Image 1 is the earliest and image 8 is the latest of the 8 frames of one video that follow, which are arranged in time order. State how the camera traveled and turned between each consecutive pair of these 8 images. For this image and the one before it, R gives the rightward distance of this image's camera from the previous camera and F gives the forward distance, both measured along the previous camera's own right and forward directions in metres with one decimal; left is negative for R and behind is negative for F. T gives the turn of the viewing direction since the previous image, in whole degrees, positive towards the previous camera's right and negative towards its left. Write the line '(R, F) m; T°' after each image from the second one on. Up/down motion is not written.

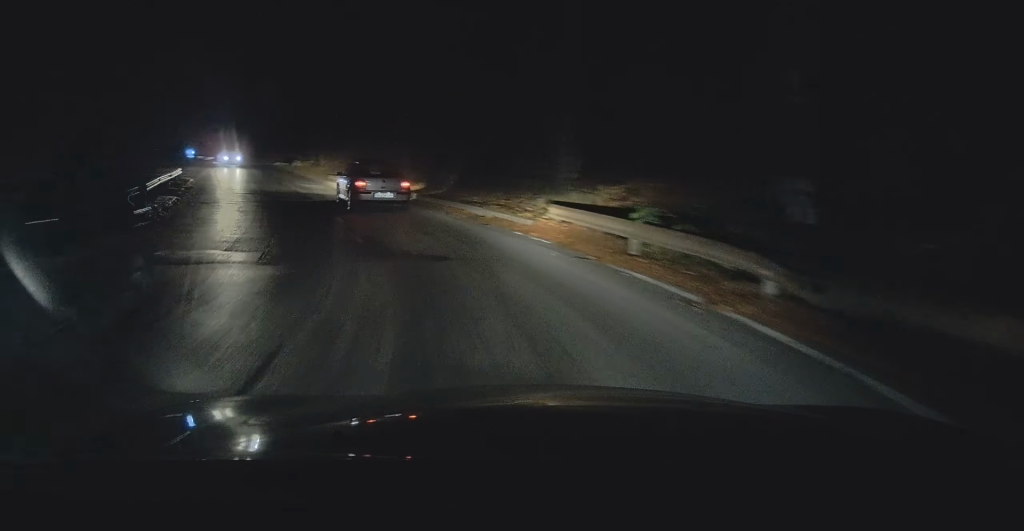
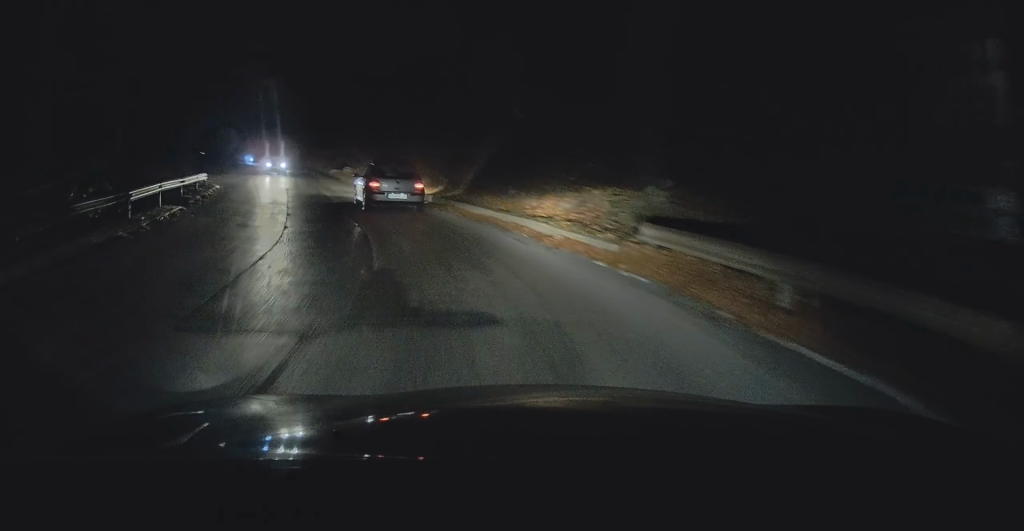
(-0.4, +3.6) m; -8°
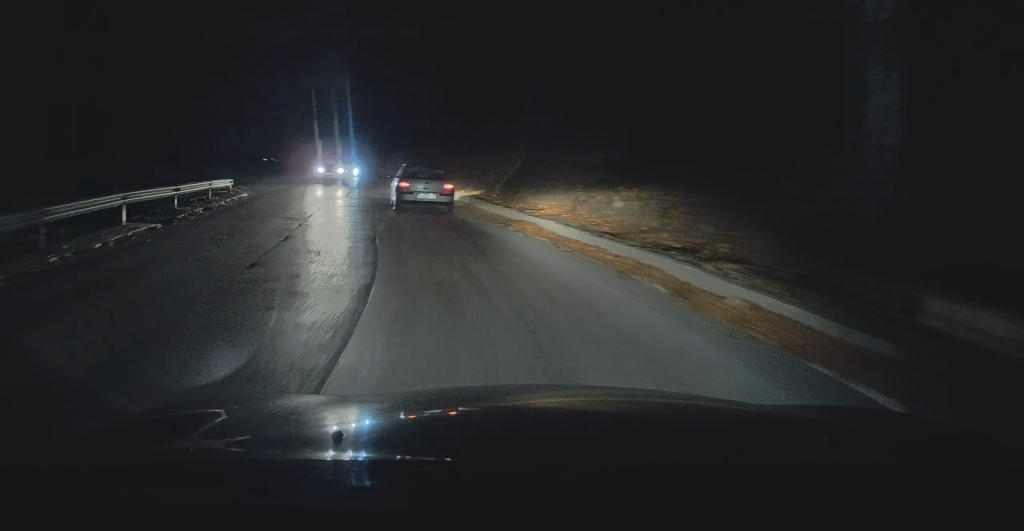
(-0.5, +5.6) m; -7°
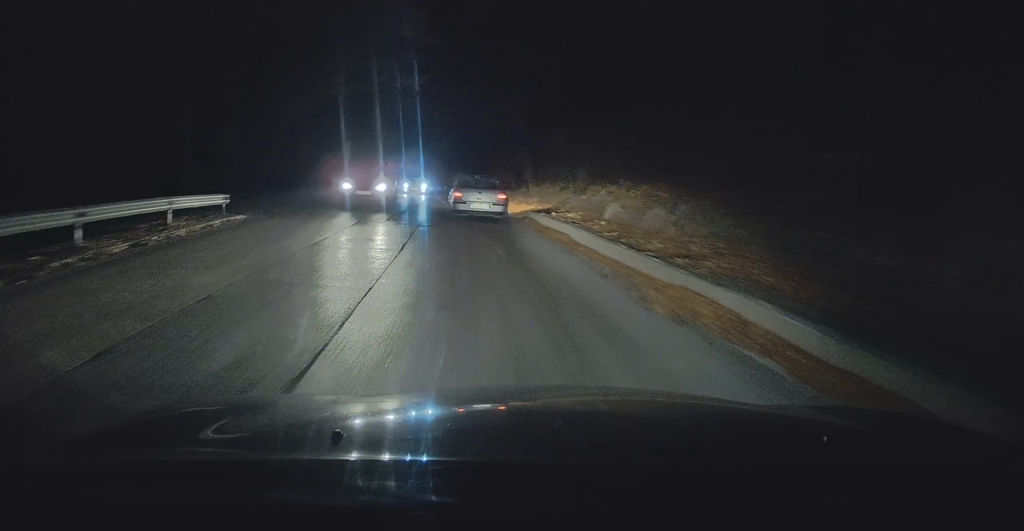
(-0.6, +7.7) m; -4°
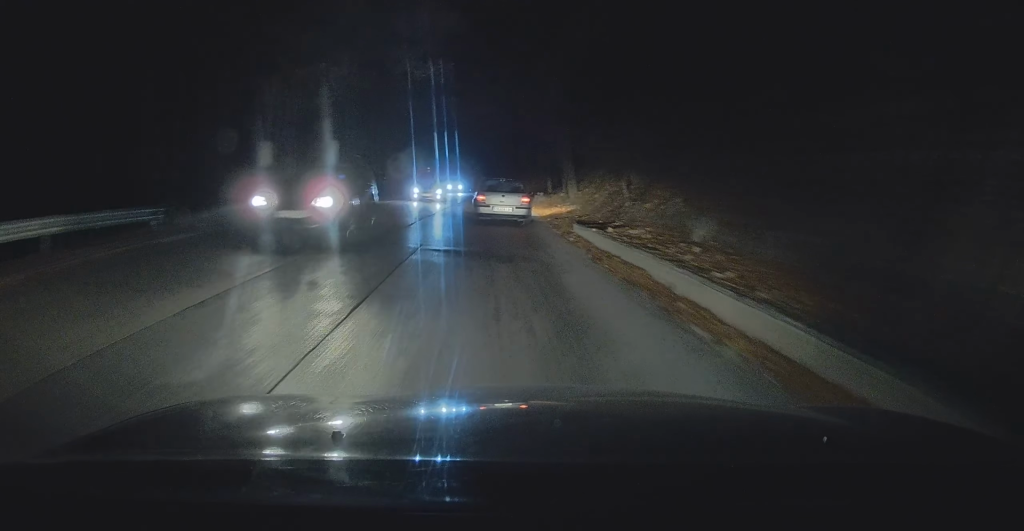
(+0.2, +5.5) m; -1°
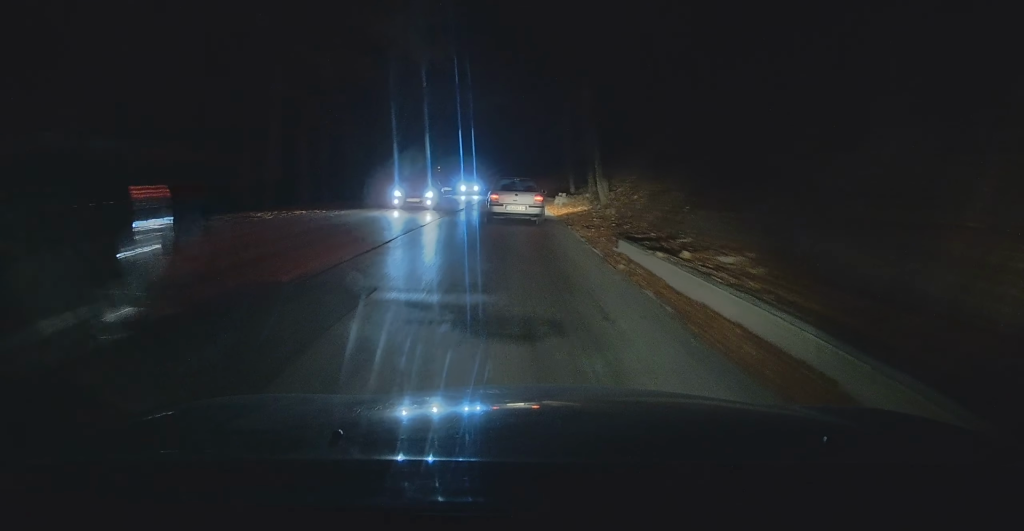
(+0.1, +5.2) m; -1°
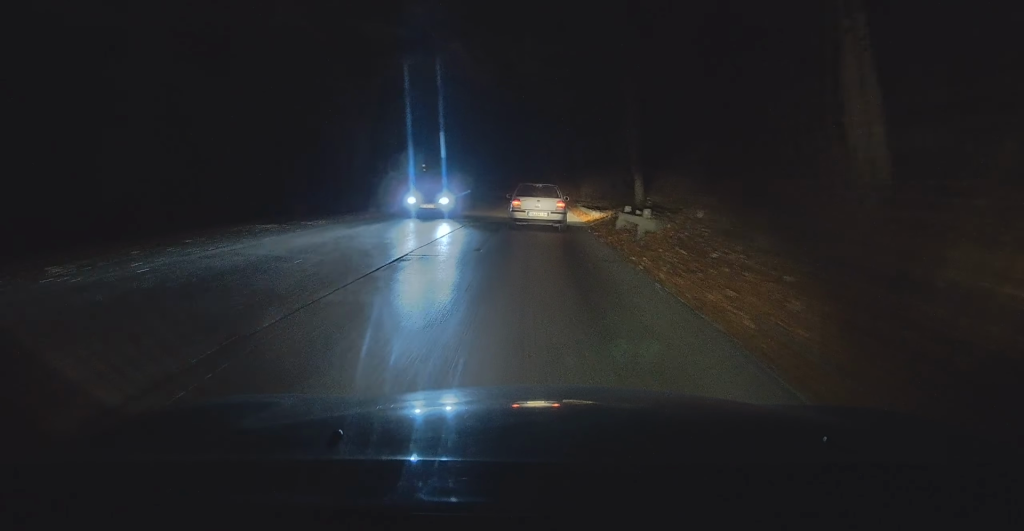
(-0.9, +17.7) m; -3°
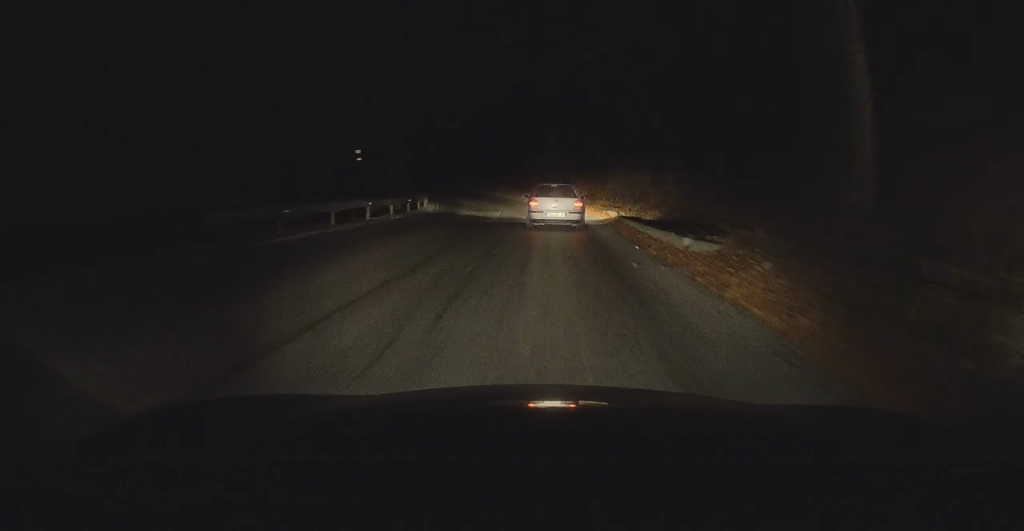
(-0.2, +15.4) m; -1°
